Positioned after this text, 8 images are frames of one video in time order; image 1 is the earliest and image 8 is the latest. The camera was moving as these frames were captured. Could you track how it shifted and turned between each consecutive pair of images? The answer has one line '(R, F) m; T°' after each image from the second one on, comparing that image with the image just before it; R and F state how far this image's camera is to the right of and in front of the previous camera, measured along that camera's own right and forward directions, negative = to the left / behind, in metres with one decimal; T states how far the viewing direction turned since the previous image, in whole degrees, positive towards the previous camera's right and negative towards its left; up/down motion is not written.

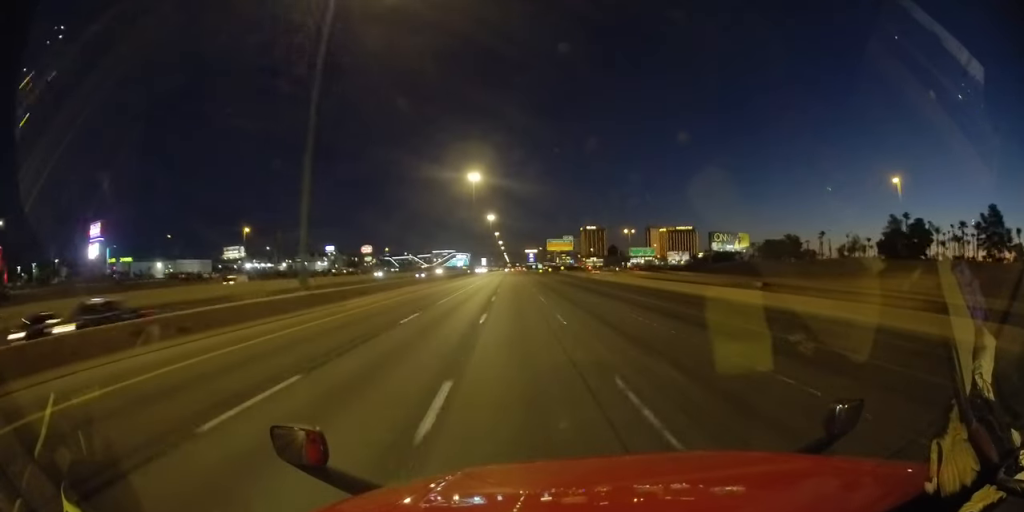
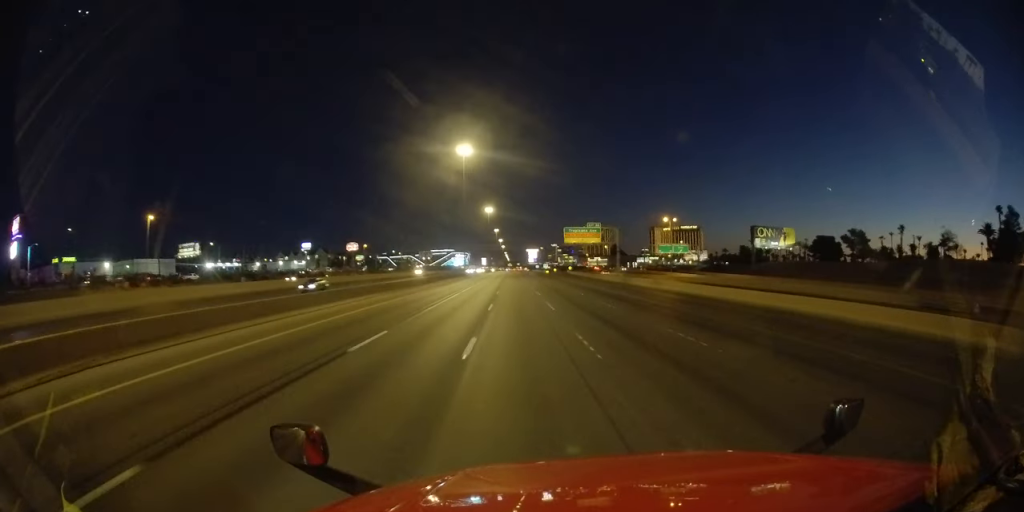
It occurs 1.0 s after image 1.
(+0.1, +31.2) m; 0°
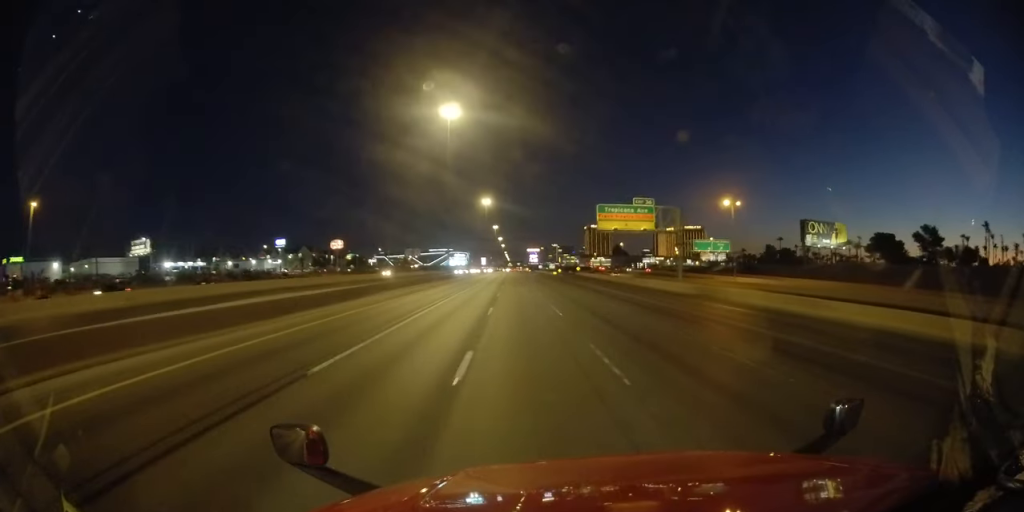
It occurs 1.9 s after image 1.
(+0.1, +27.1) m; 0°
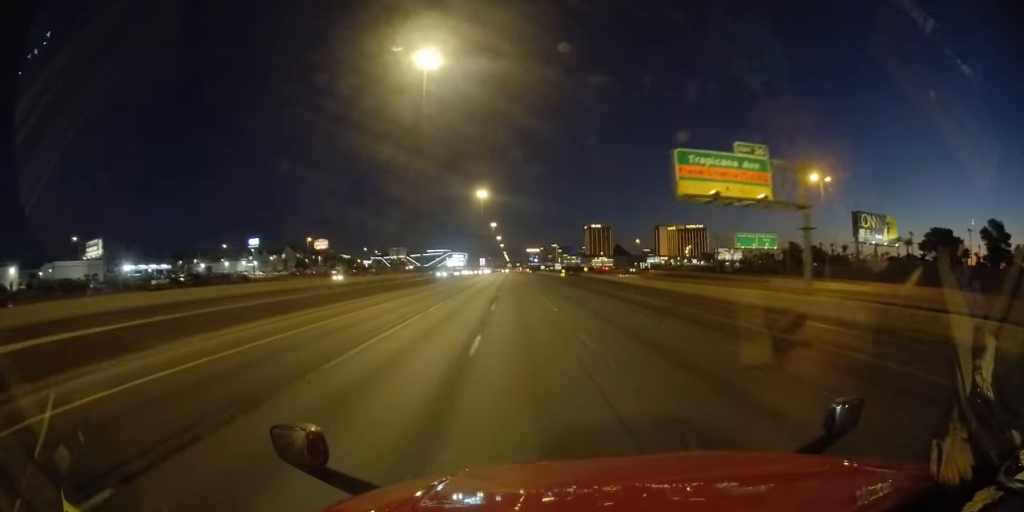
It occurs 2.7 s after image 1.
(0.0, +22.1) m; 0°
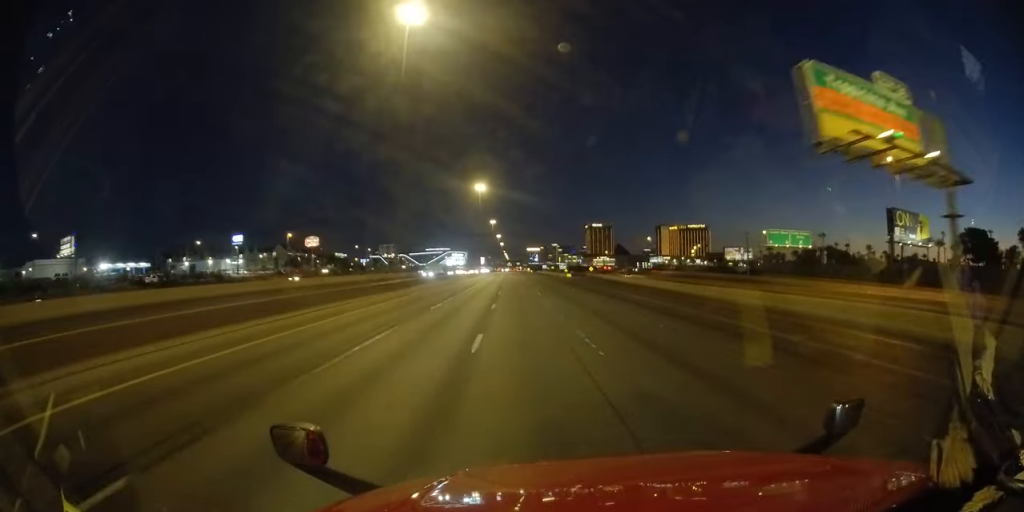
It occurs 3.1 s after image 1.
(0.0, +11.9) m; 0°
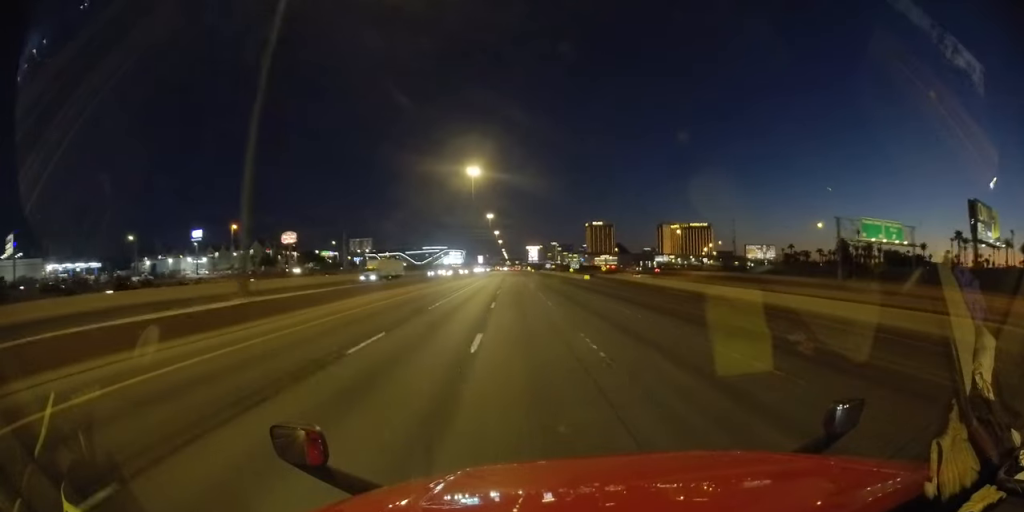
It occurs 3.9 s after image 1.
(0.0, +24.6) m; 0°
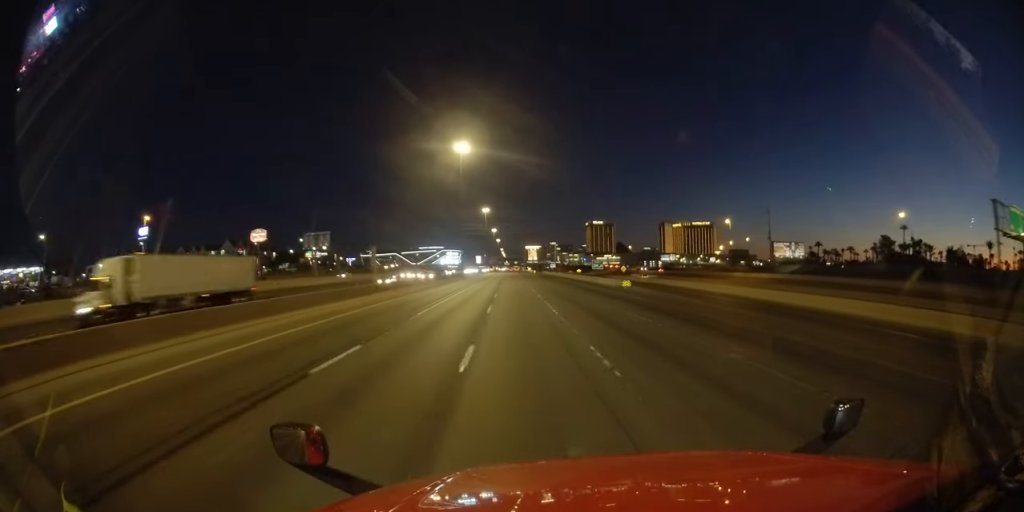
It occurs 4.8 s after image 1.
(0.0, +26.3) m; 0°
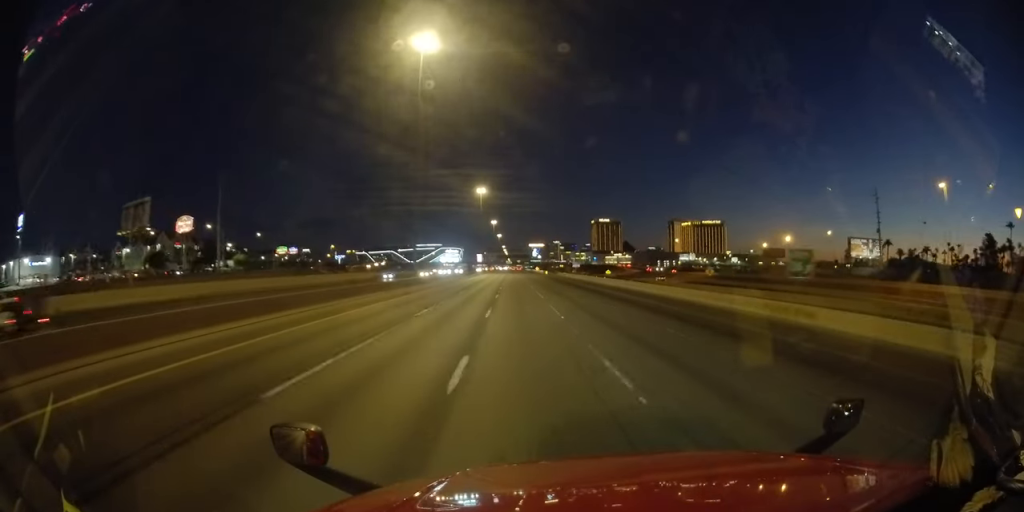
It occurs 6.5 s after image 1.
(-0.1, +50.4) m; 0°
